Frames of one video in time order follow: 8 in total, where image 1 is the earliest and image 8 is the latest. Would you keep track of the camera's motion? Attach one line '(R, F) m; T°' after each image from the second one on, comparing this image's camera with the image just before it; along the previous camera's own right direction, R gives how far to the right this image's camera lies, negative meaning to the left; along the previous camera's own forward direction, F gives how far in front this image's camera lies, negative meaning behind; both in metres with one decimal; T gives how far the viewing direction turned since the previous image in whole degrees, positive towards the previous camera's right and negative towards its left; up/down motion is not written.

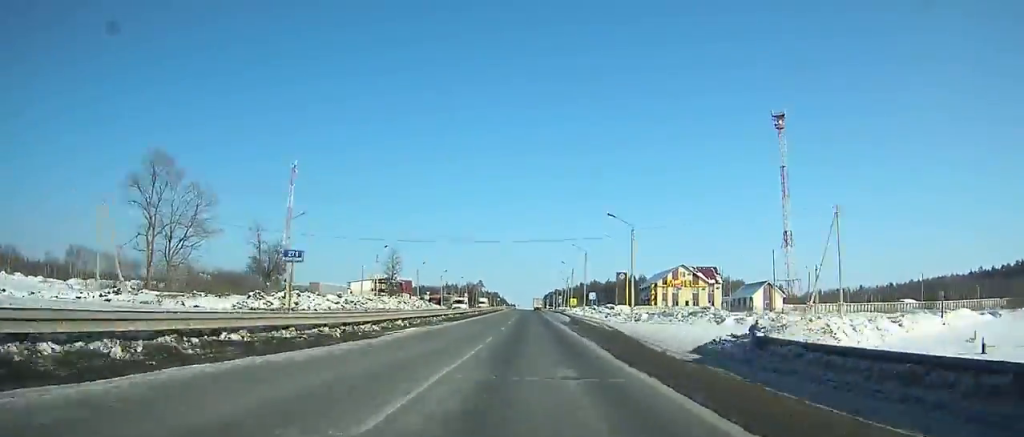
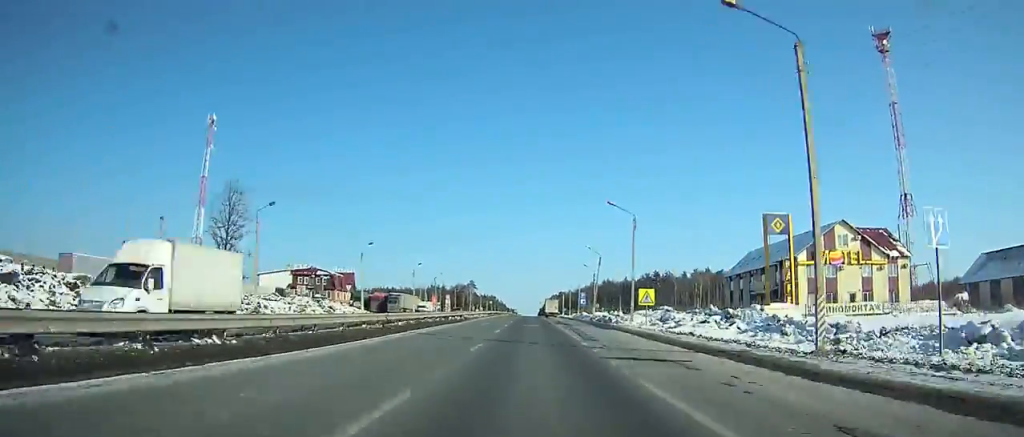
(-0.2, +74.2) m; 0°
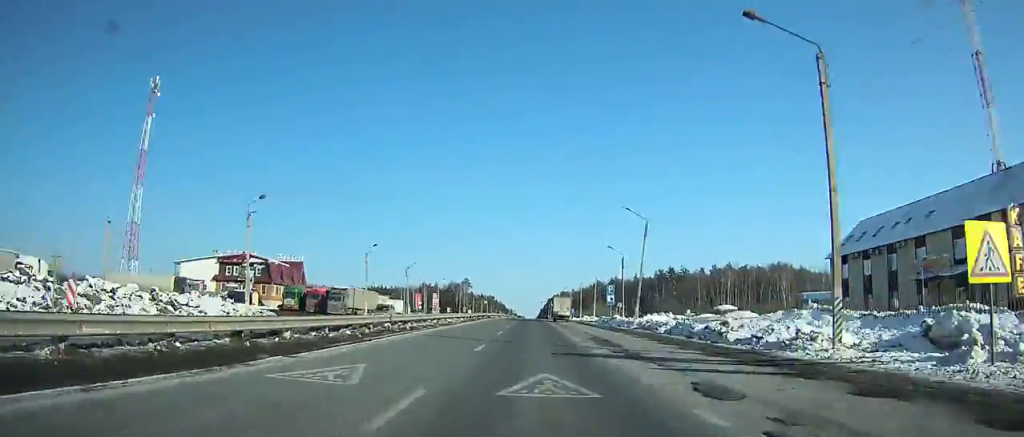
(-0.1, +34.9) m; 0°
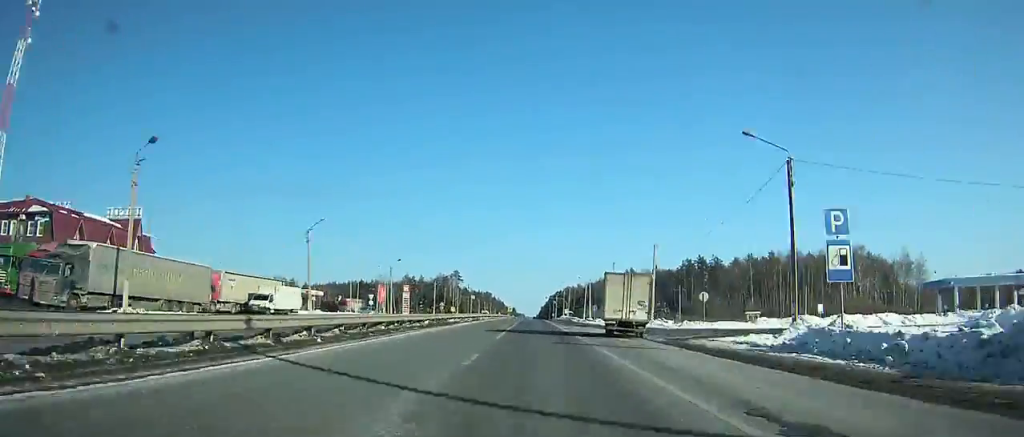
(+0.1, +52.4) m; 0°
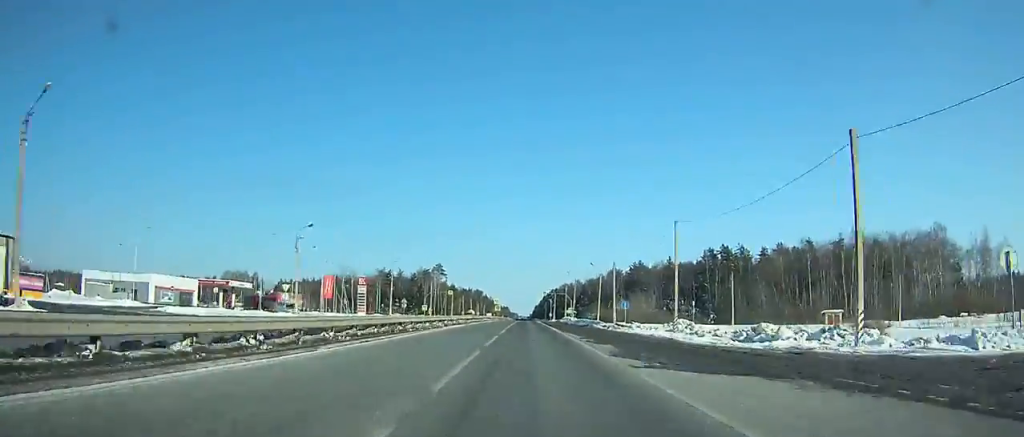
(+0.2, +40.6) m; 0°
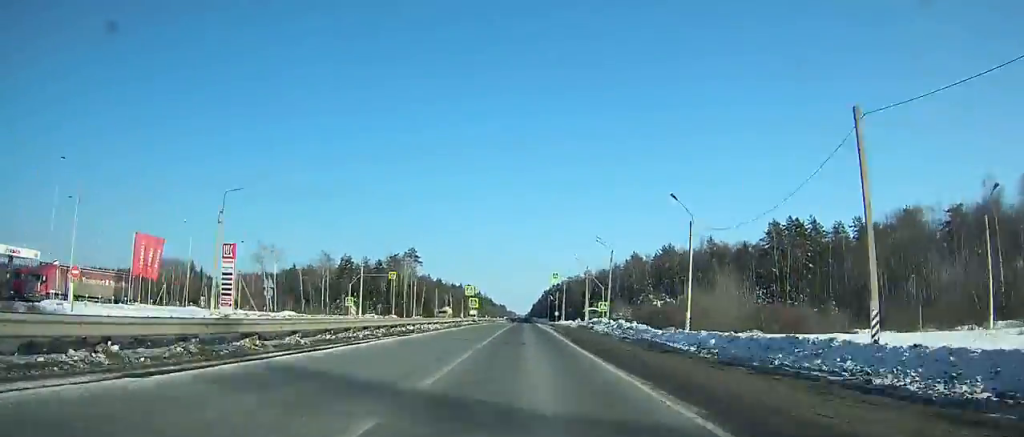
(+0.2, +62.9) m; 0°
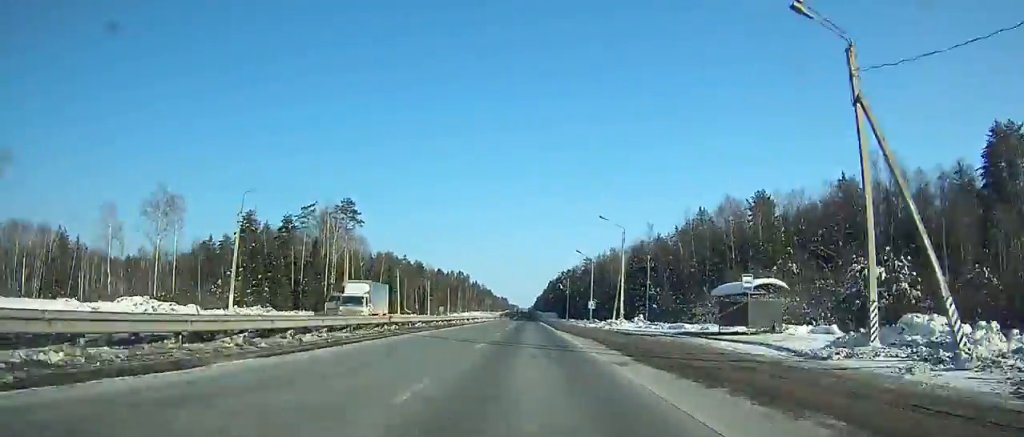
(-0.4, +83.6) m; 0°
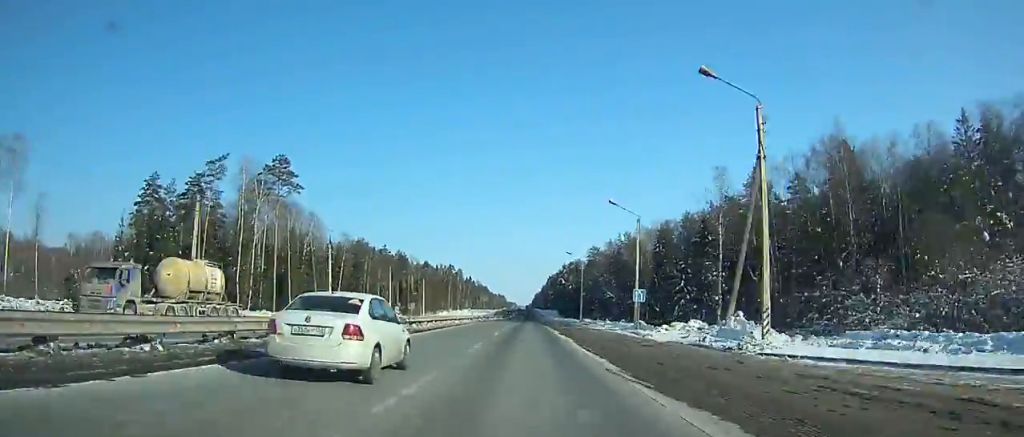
(+0.1, +38.1) m; 0°
